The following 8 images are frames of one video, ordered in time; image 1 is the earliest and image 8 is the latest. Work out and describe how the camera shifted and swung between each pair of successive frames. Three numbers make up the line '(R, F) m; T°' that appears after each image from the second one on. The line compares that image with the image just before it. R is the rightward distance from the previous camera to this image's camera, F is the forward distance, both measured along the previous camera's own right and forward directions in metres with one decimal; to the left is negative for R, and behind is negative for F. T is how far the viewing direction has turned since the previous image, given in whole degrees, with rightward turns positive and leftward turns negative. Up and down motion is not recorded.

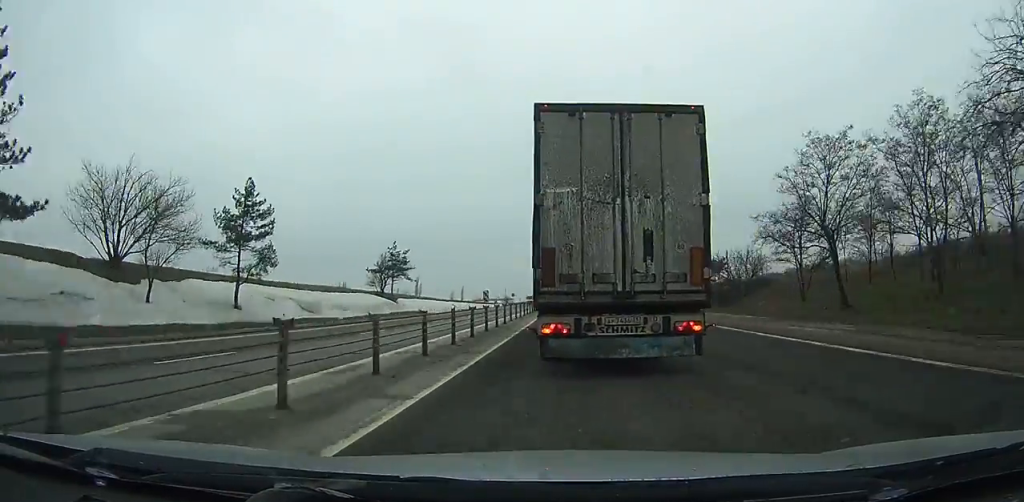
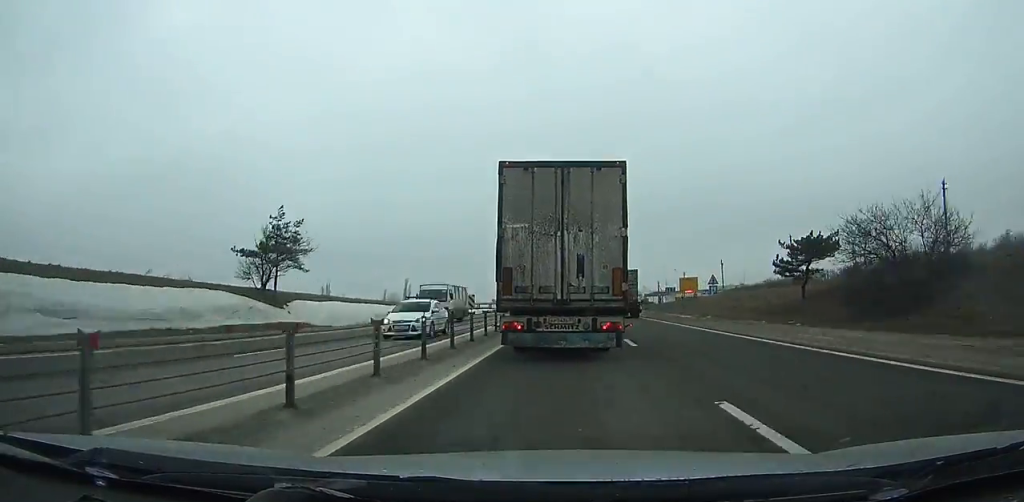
(+0.2, +37.5) m; +1°
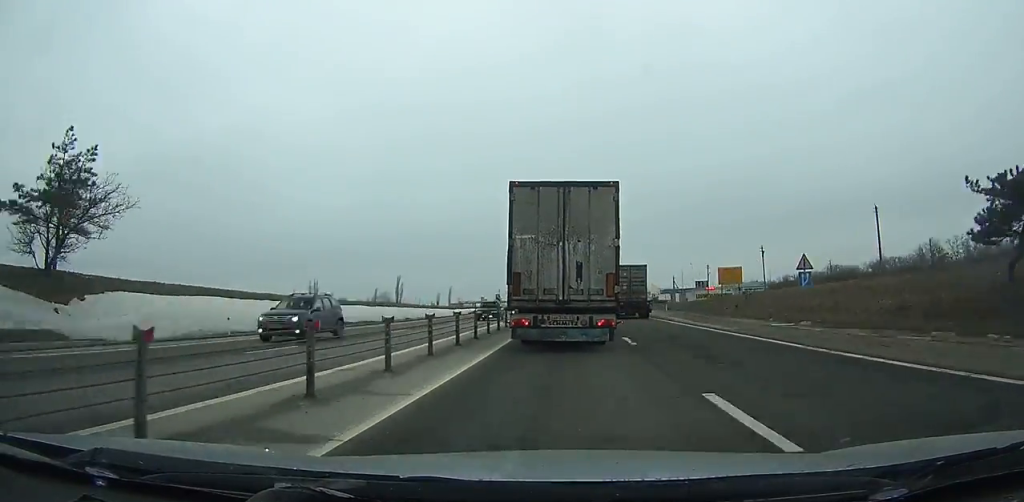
(+0.3, +24.4) m; 0°
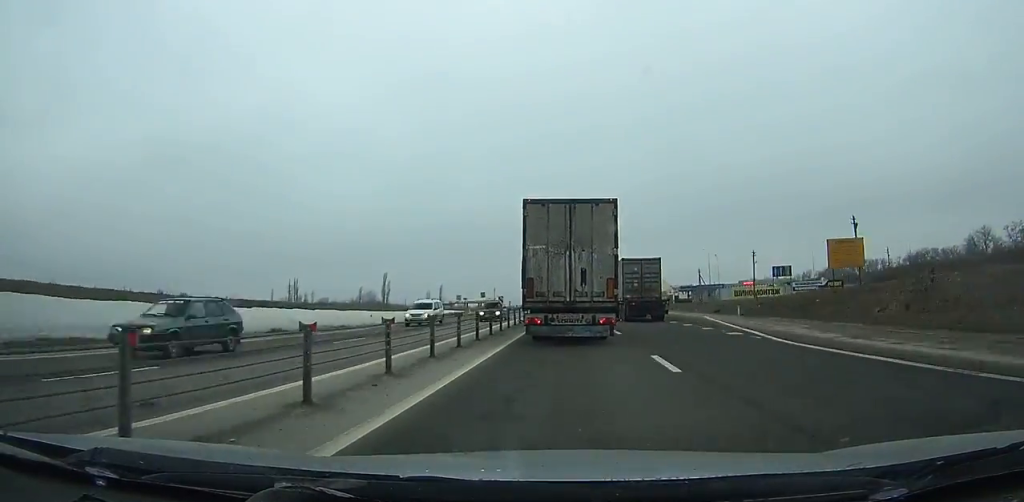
(0.0, +28.9) m; 0°
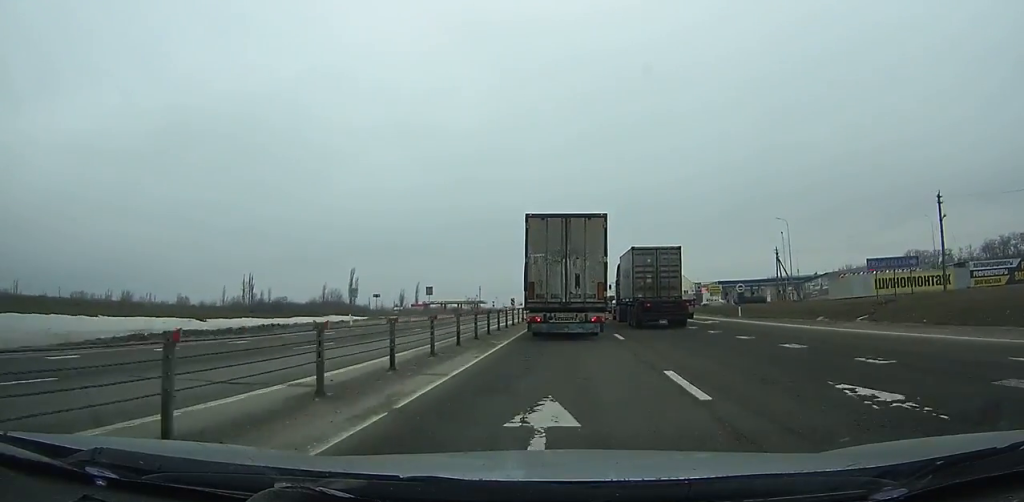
(-0.2, +48.0) m; -1°
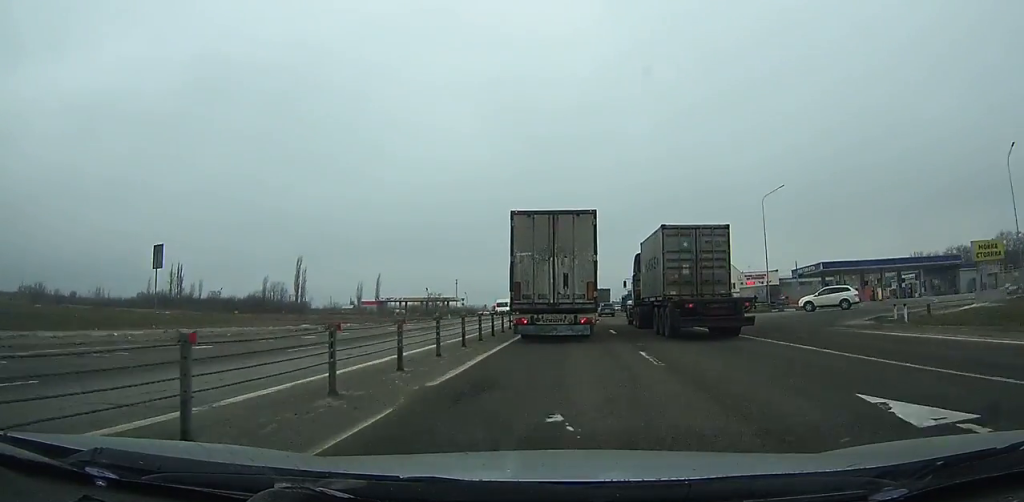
(+0.1, +57.3) m; 0°
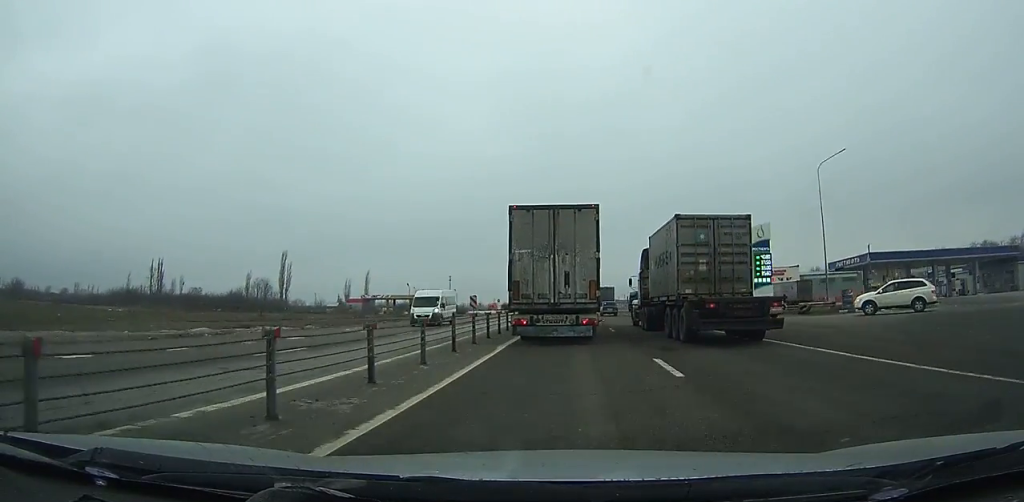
(0.0, +13.1) m; 0°
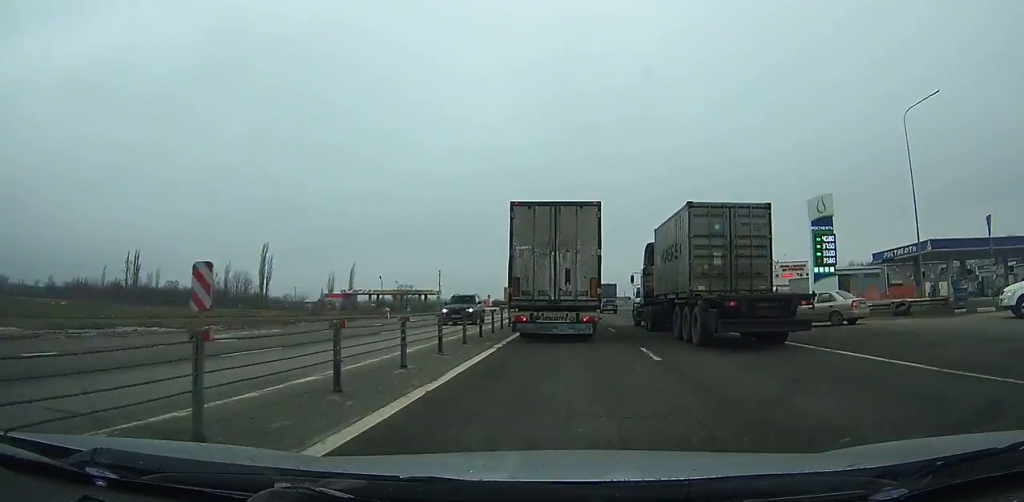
(0.0, +13.4) m; 0°
